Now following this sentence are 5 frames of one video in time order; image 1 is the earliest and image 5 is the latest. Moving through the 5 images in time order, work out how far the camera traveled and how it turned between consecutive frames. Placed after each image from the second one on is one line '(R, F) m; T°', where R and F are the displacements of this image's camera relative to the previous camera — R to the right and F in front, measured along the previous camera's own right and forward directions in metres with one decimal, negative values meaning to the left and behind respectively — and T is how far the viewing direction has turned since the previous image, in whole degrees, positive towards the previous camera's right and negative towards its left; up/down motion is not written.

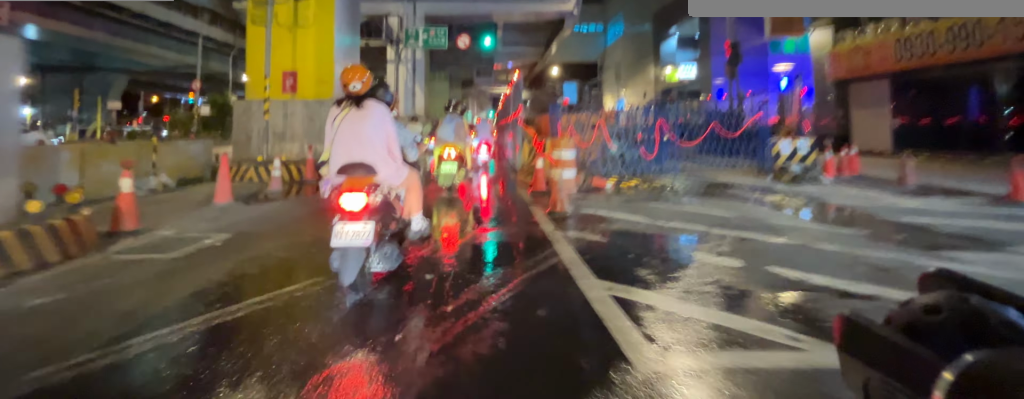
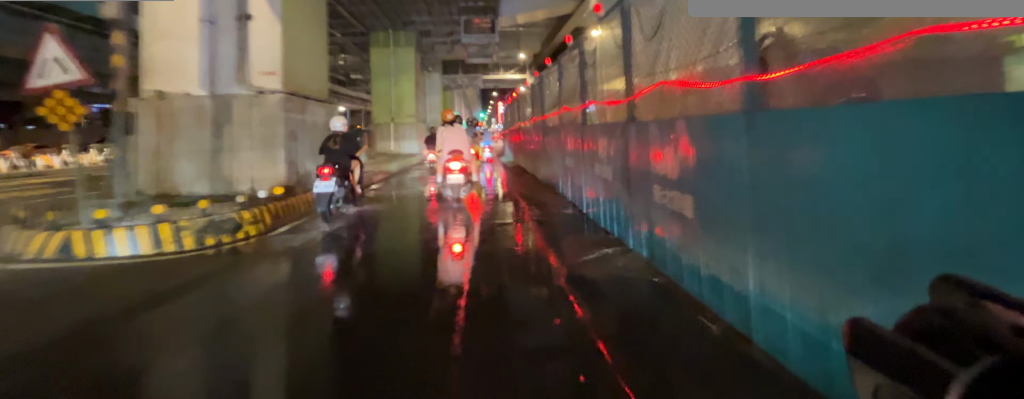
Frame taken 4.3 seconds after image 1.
(+0.1, +15.0) m; 0°
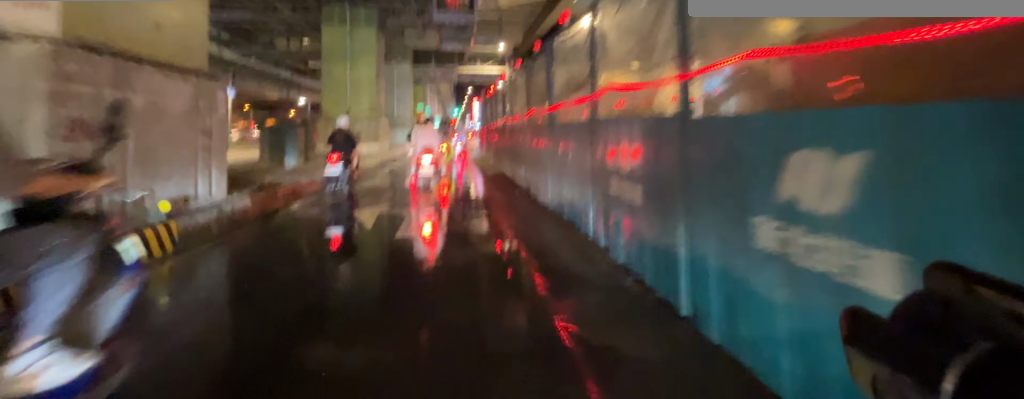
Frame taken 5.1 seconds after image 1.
(0.0, +3.0) m; -2°
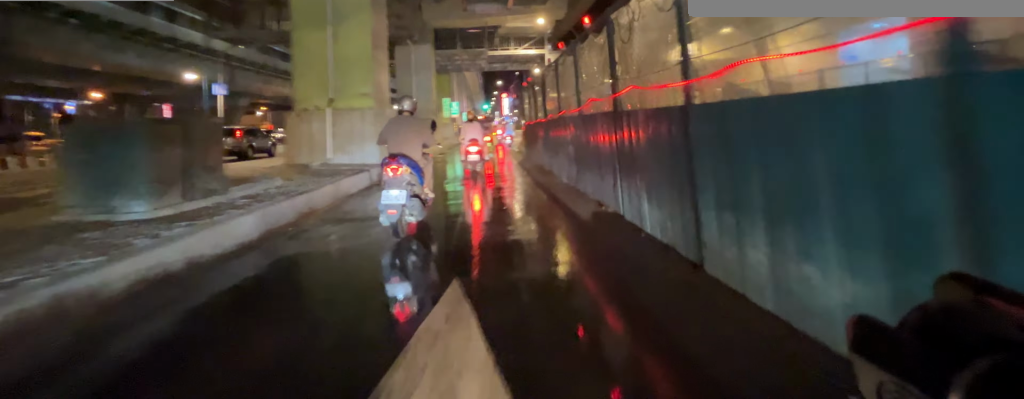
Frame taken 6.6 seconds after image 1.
(-0.3, +5.4) m; -5°
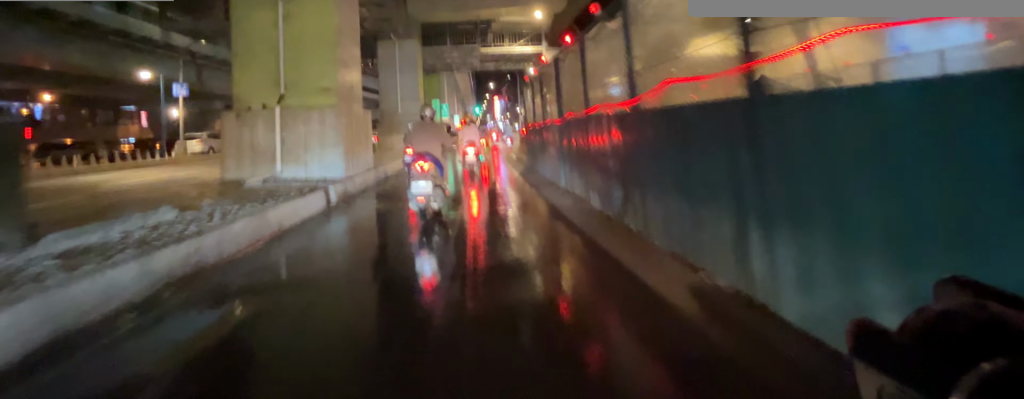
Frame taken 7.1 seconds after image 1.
(0.0, +2.2) m; 0°
